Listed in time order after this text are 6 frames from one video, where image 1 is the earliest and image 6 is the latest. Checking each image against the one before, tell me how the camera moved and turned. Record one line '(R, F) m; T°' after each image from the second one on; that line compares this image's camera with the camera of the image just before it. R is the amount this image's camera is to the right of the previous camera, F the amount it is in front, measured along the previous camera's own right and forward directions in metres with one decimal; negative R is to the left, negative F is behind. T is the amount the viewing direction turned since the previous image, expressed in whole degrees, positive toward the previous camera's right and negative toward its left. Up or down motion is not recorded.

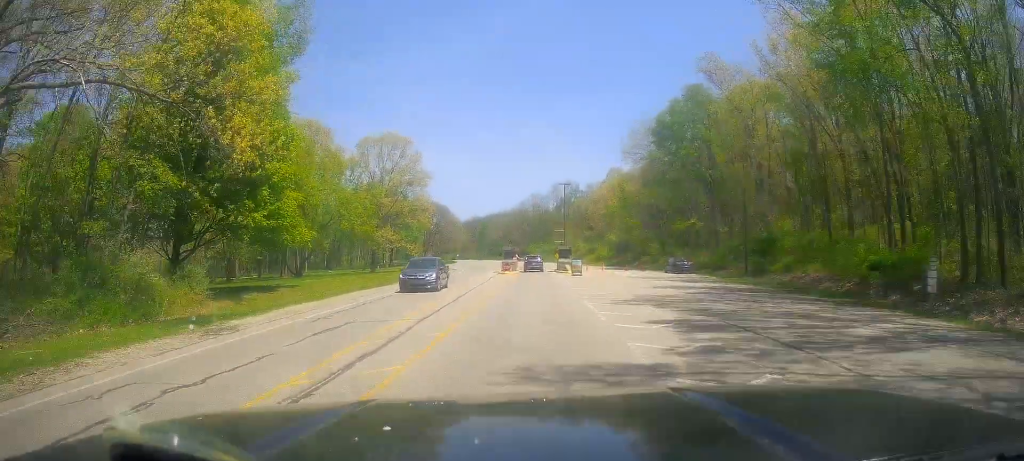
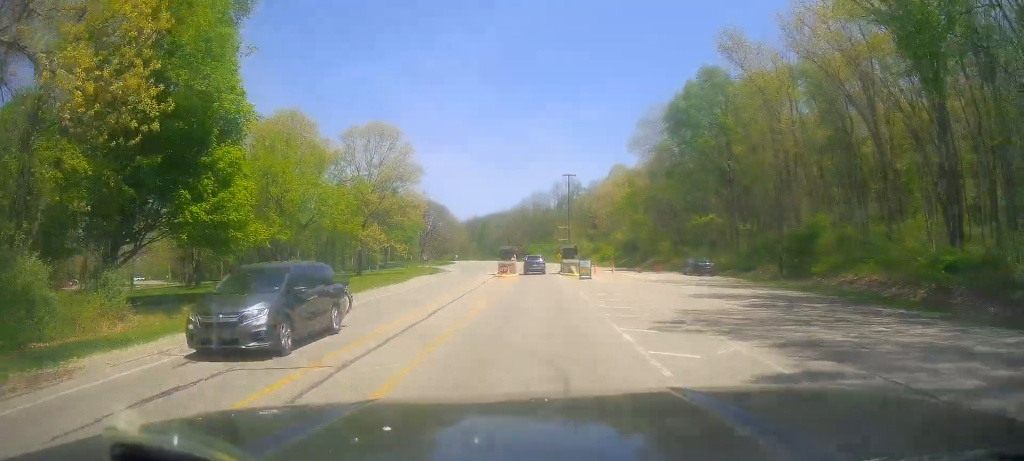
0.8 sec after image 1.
(-0.5, +7.3) m; -4°
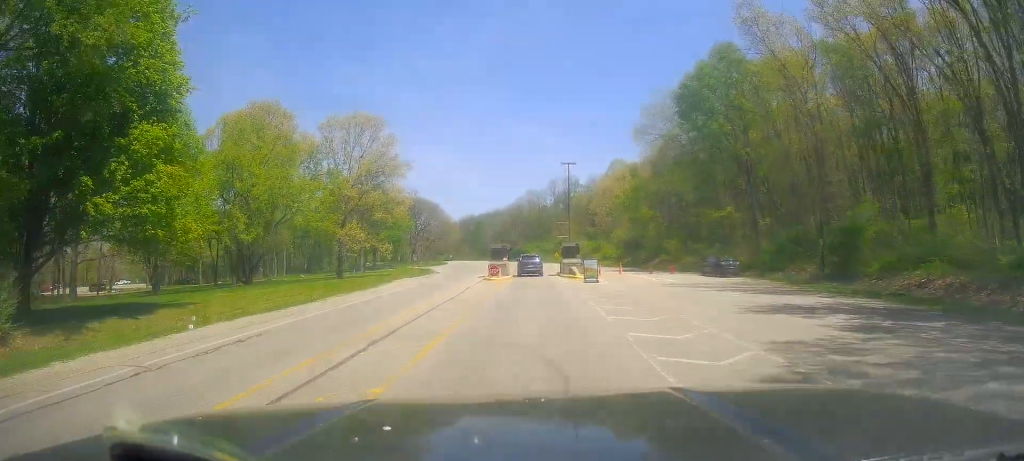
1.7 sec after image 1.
(0.0, +7.2) m; +6°
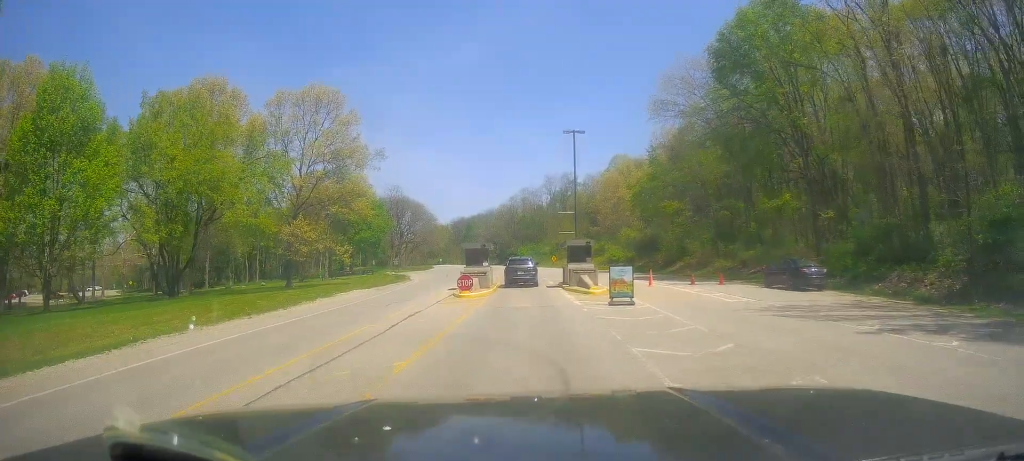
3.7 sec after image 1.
(+0.7, +12.8) m; -4°
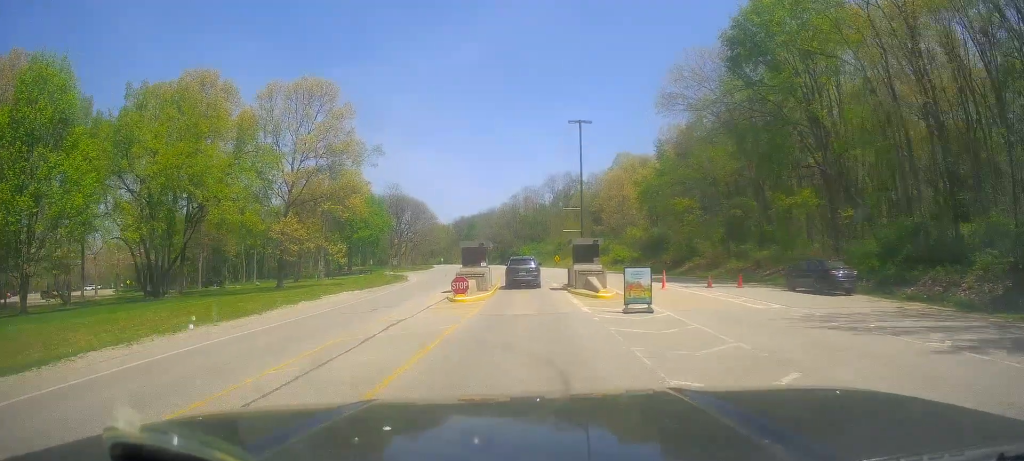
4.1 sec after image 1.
(-0.1, +2.6) m; -3°
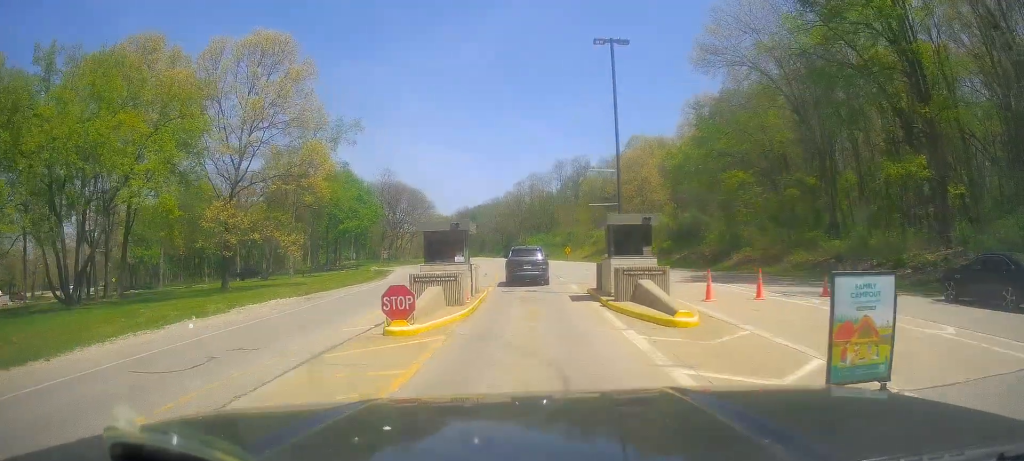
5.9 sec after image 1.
(-1.0, +11.4) m; -6°
